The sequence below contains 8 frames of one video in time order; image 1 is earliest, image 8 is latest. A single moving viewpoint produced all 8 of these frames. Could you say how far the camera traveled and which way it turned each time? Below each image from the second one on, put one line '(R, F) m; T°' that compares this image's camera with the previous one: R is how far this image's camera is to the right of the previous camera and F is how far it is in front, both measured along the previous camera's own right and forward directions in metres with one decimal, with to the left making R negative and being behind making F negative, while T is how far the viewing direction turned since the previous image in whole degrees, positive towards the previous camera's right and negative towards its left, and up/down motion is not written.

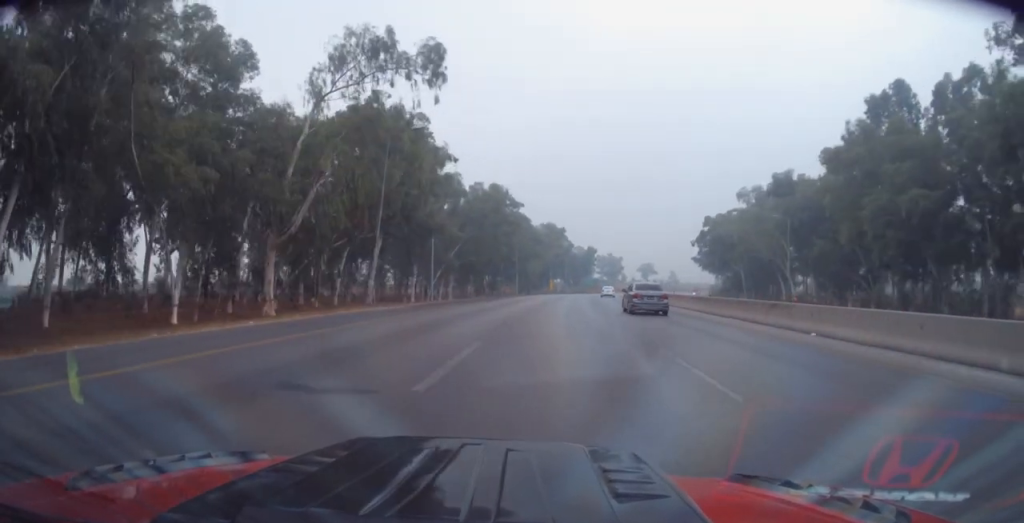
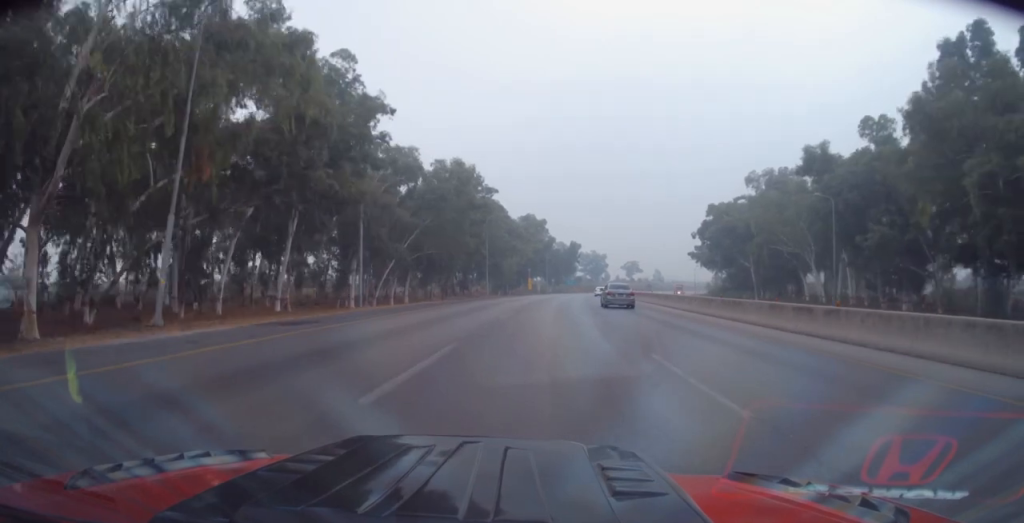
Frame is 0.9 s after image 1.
(-0.1, +16.9) m; 0°
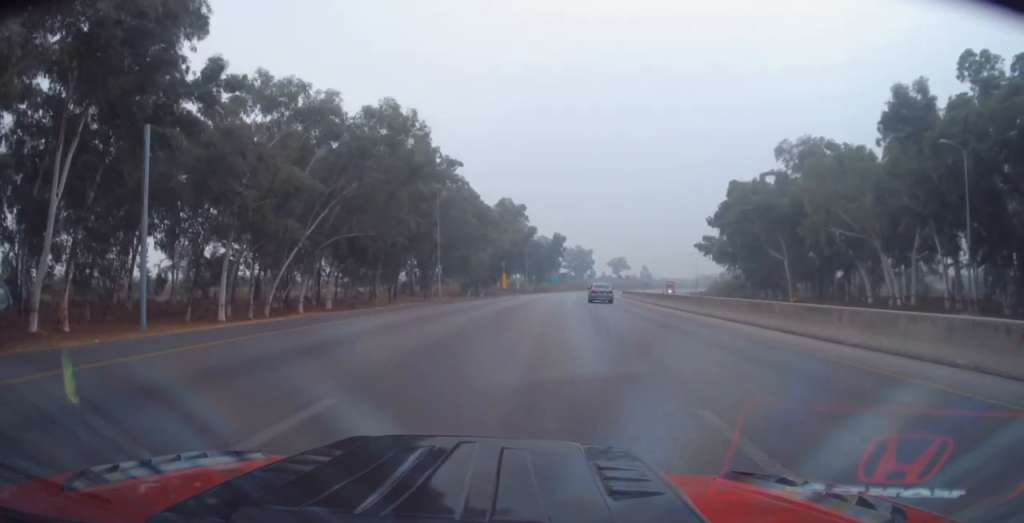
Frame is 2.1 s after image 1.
(+0.1, +22.1) m; +2°
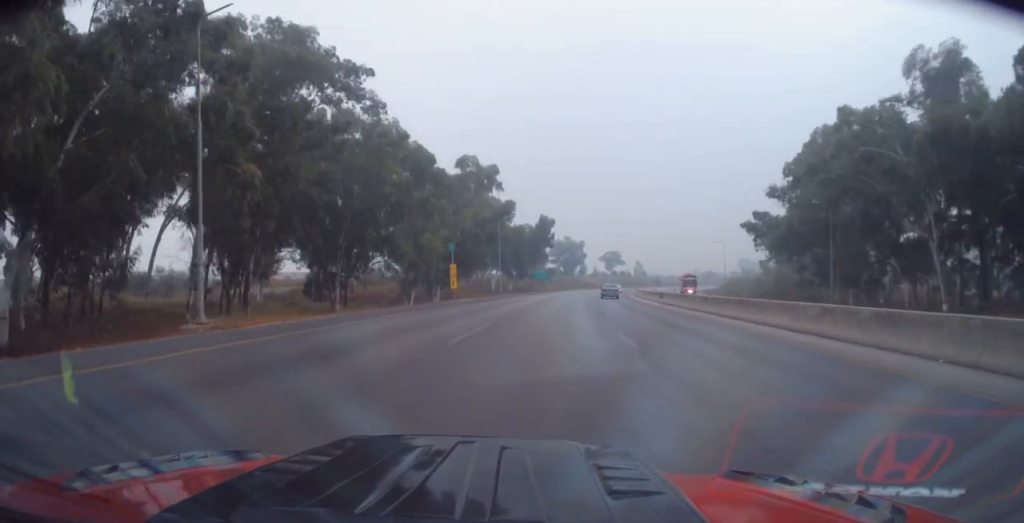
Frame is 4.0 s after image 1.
(+0.6, +35.9) m; +2°
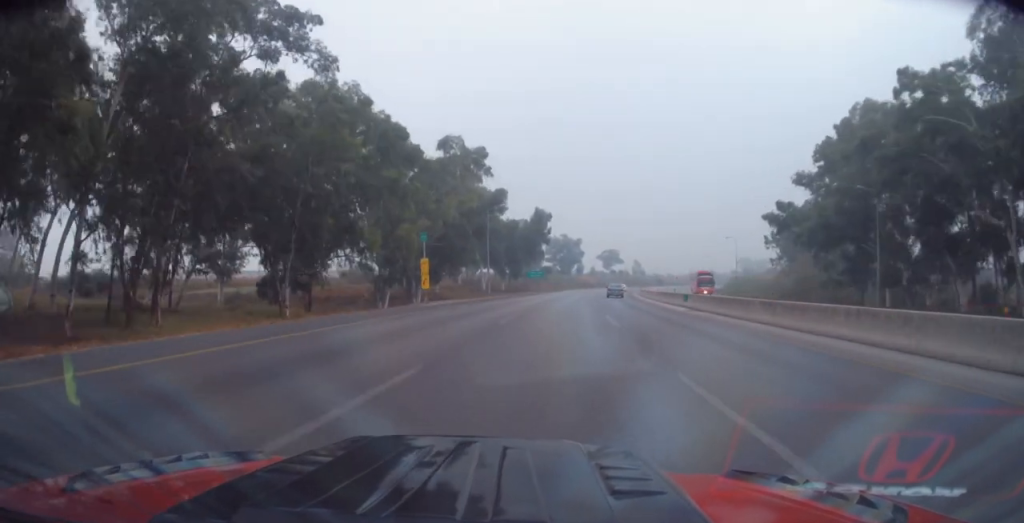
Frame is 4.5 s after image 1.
(+0.1, +9.8) m; 0°
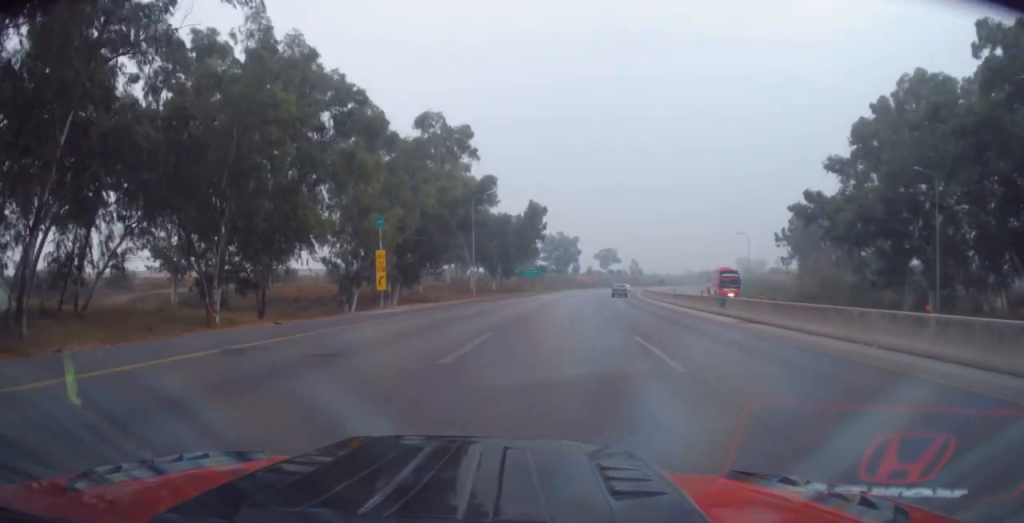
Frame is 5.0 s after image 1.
(0.0, +9.4) m; +1°
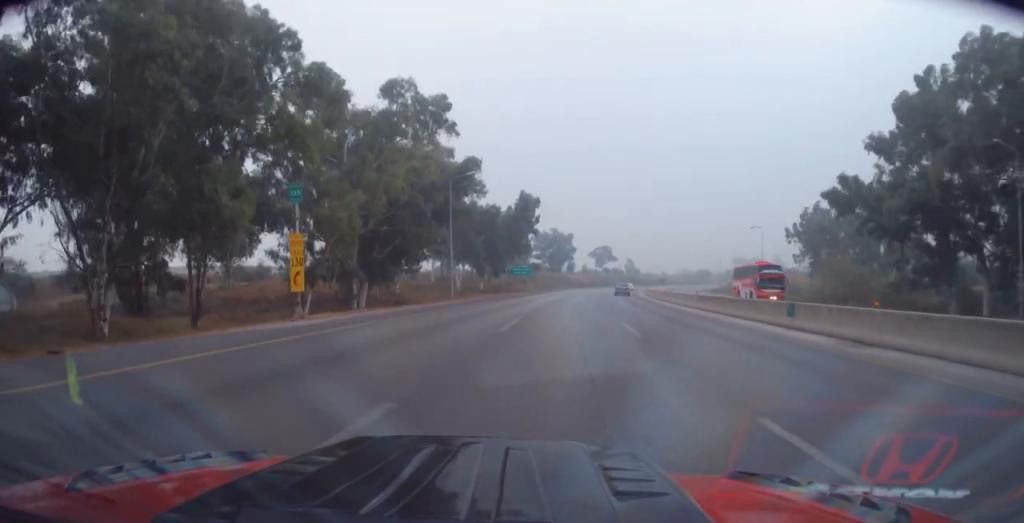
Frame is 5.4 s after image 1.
(-0.1, +9.4) m; +1°
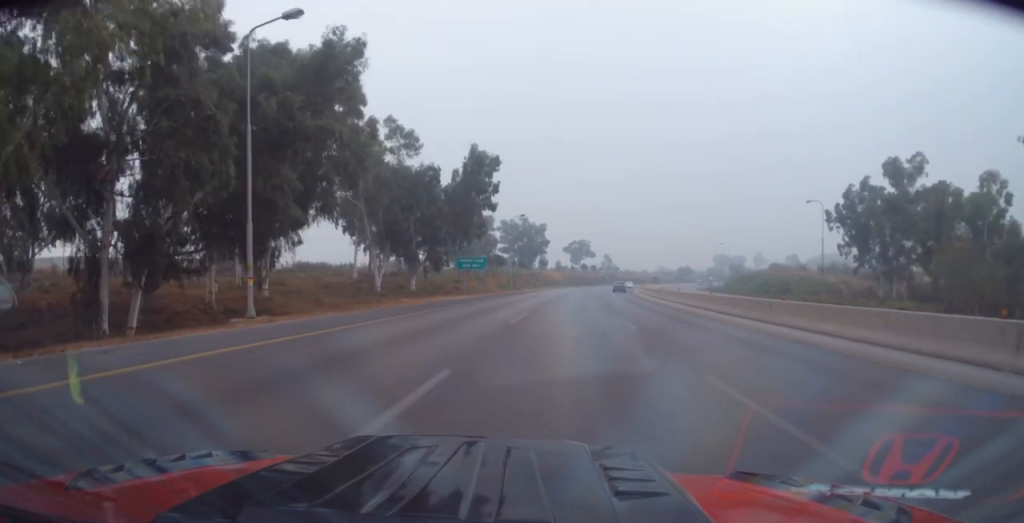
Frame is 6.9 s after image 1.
(+0.8, +29.7) m; +2°
